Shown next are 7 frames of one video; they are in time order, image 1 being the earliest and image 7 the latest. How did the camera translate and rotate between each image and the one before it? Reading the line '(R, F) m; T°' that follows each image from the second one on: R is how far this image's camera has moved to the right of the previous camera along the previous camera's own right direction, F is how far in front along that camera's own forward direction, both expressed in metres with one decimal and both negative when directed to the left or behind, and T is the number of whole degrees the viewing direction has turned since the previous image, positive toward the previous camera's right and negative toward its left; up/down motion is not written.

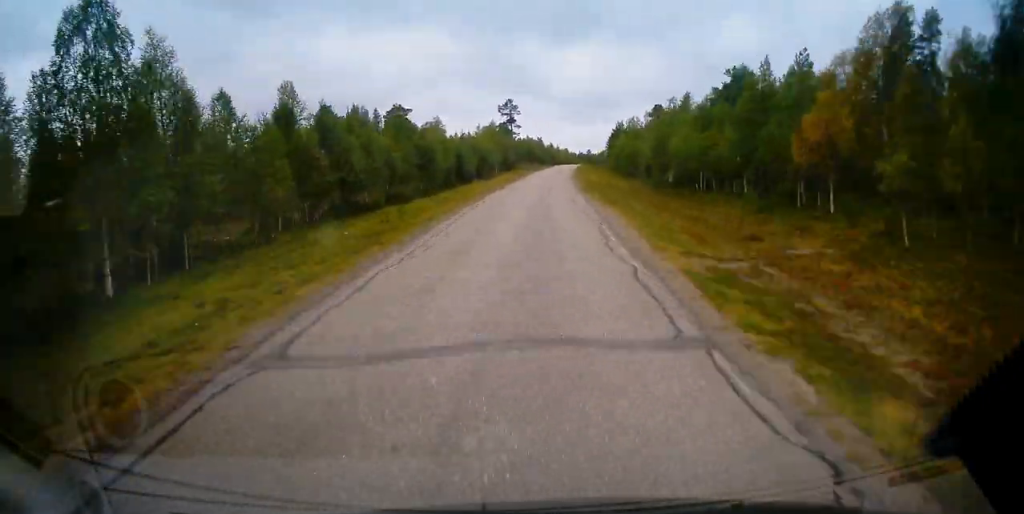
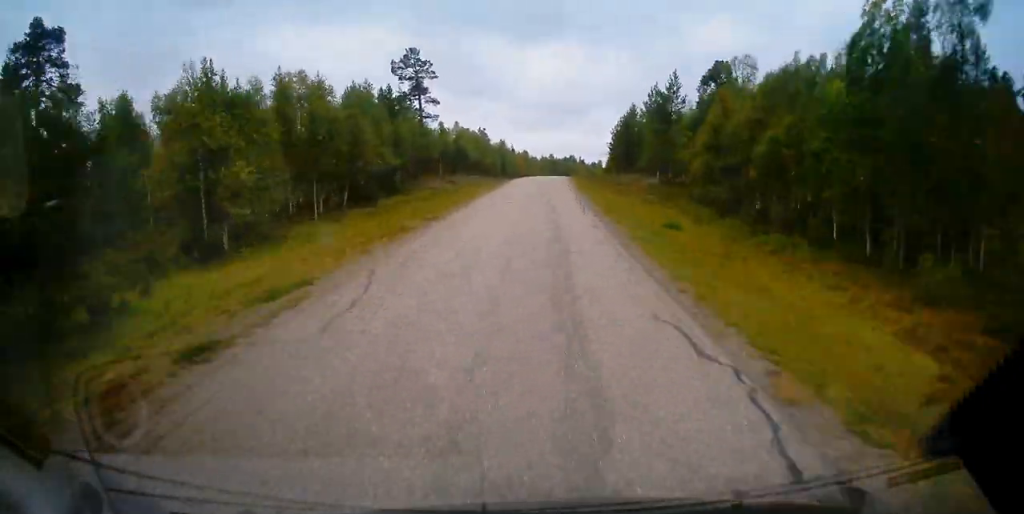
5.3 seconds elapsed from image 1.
(+2.8, +82.4) m; +4°
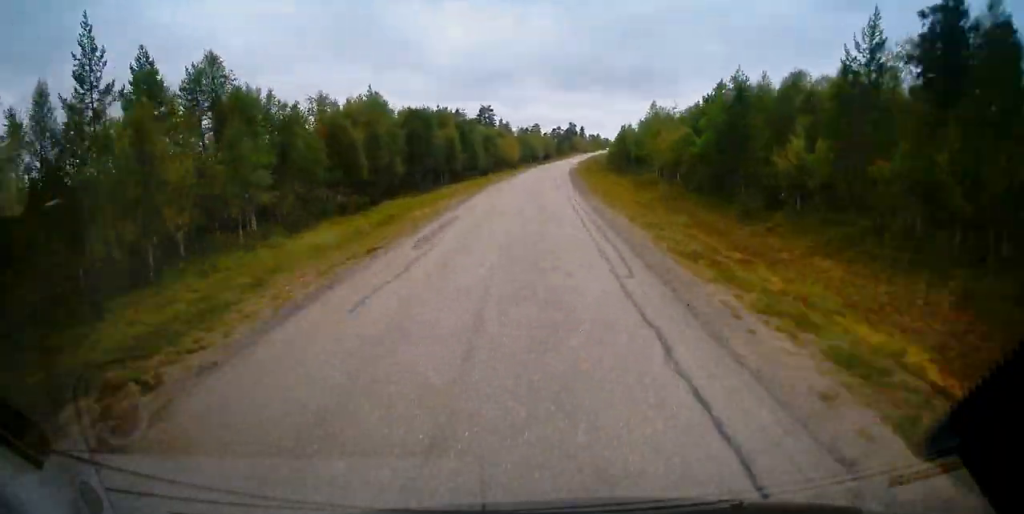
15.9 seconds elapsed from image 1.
(+12.4, +166.1) m; +8°
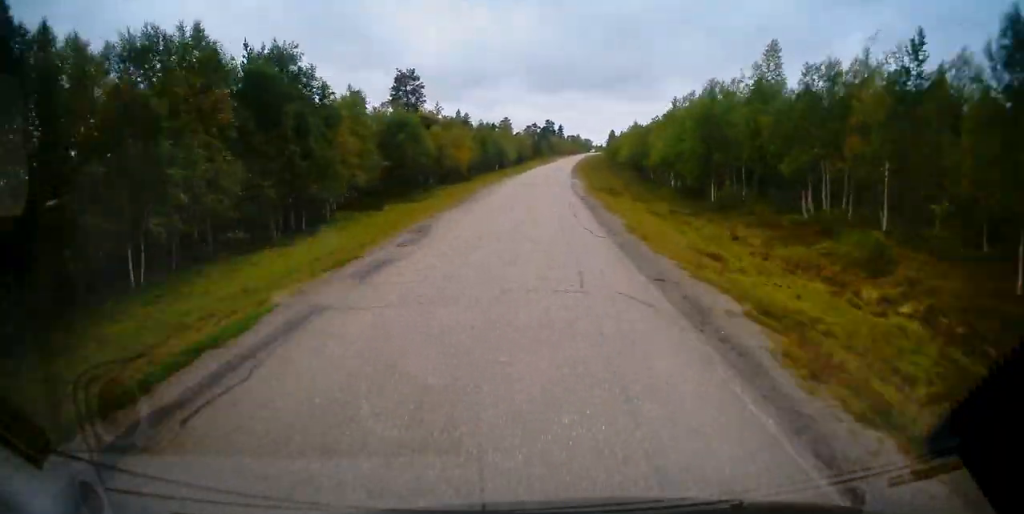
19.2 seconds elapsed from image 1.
(+0.7, +50.8) m; +2°
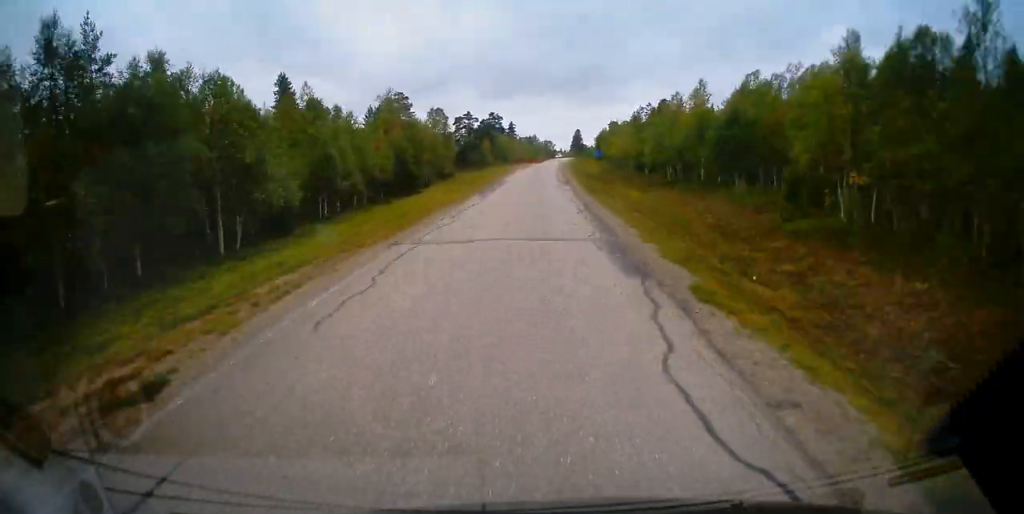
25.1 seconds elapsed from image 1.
(+3.7, +86.9) m; +4°
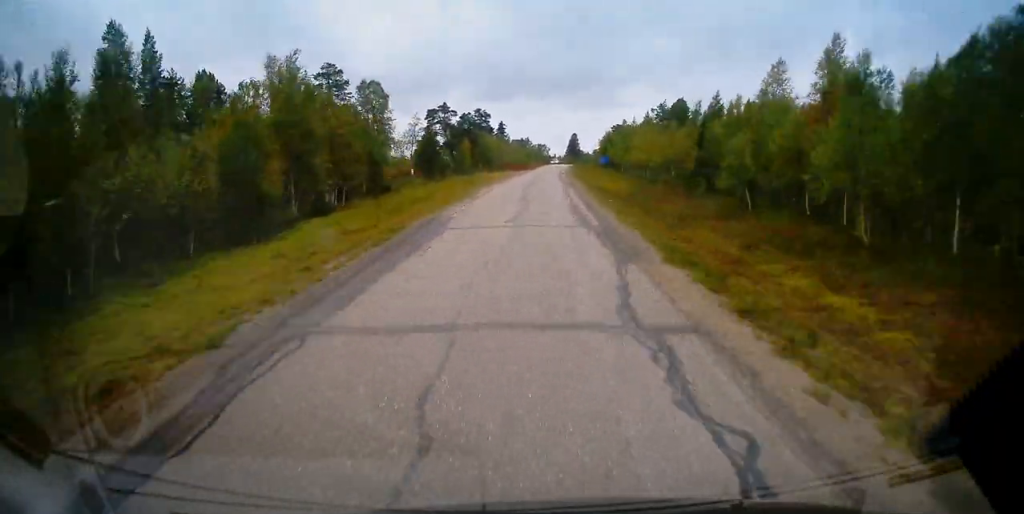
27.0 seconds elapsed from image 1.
(+0.2, +27.8) m; +1°
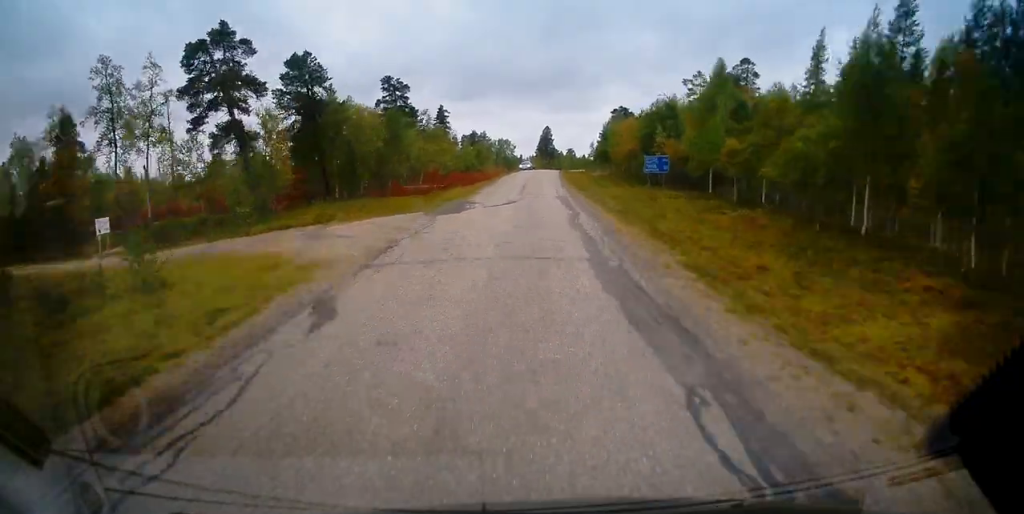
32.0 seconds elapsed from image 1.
(+2.0, +68.1) m; +2°
